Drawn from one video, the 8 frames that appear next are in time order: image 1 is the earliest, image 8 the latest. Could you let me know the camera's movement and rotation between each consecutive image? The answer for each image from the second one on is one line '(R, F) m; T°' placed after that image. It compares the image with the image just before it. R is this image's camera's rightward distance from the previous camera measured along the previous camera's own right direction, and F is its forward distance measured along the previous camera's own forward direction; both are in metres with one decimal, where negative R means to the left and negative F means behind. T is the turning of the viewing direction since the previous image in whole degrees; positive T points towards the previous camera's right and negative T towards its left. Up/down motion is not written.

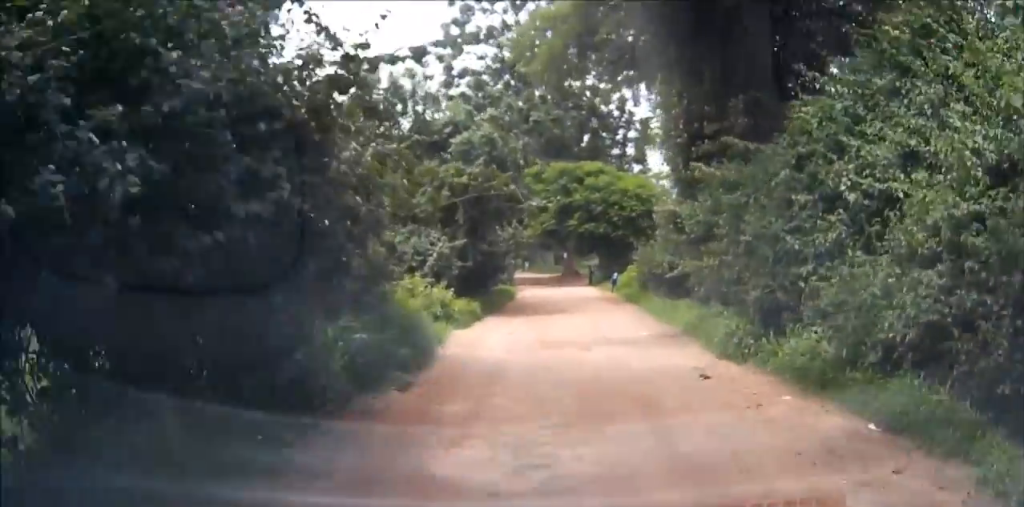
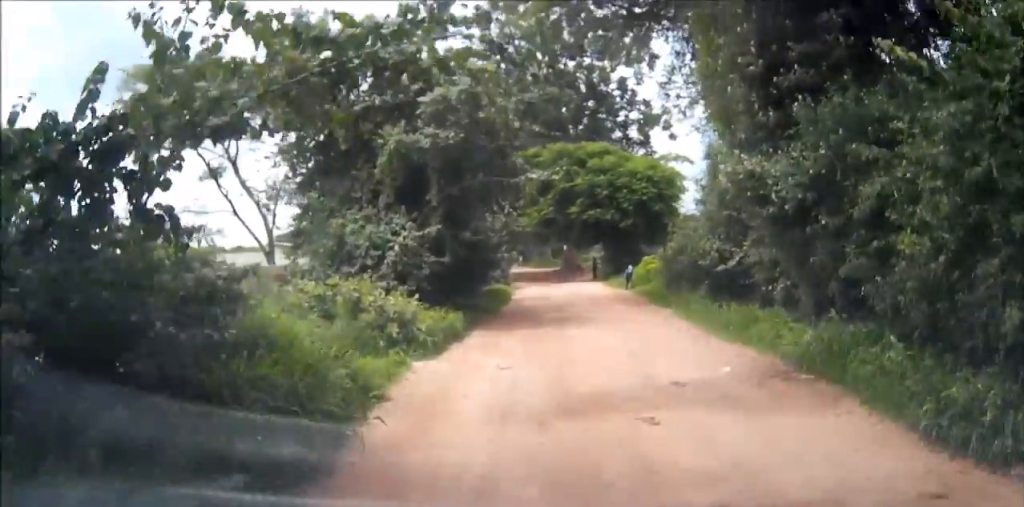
(+0.1, +6.0) m; +1°
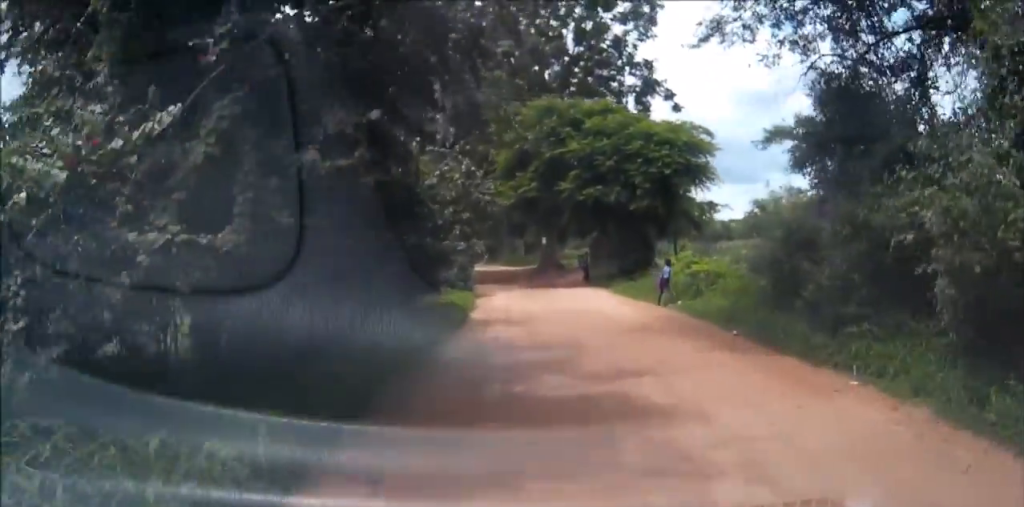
(+0.2, +11.6) m; +2°
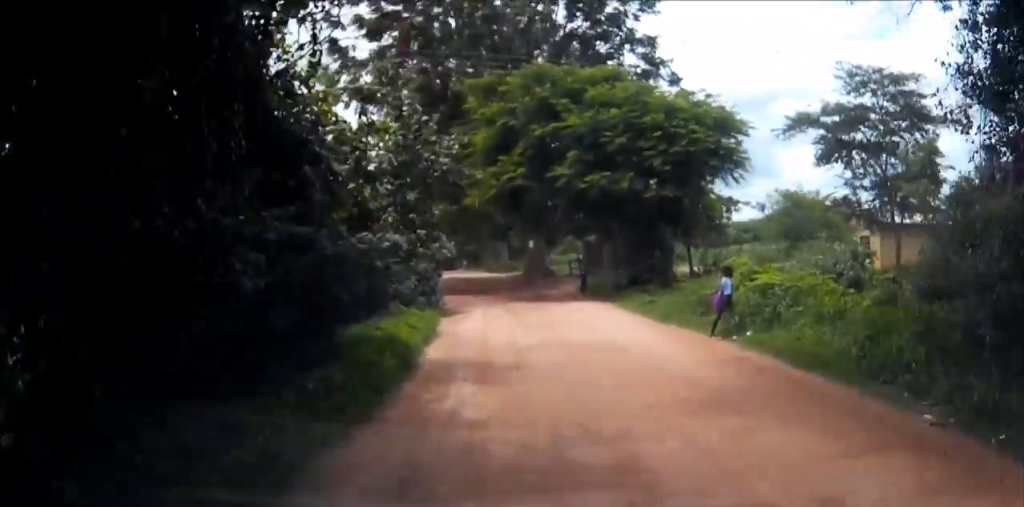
(+0.1, +6.2) m; 0°
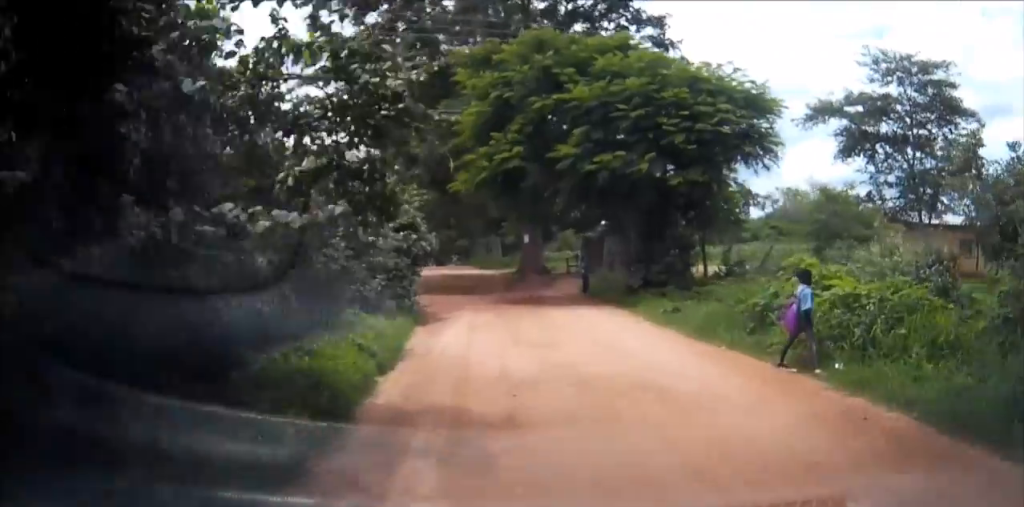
(0.0, +3.4) m; -1°
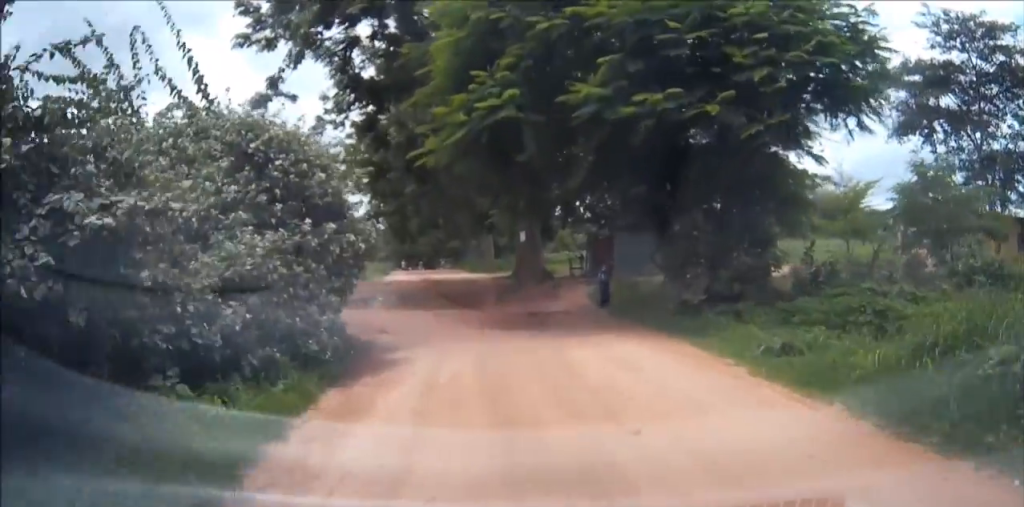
(-0.2, +6.6) m; 0°
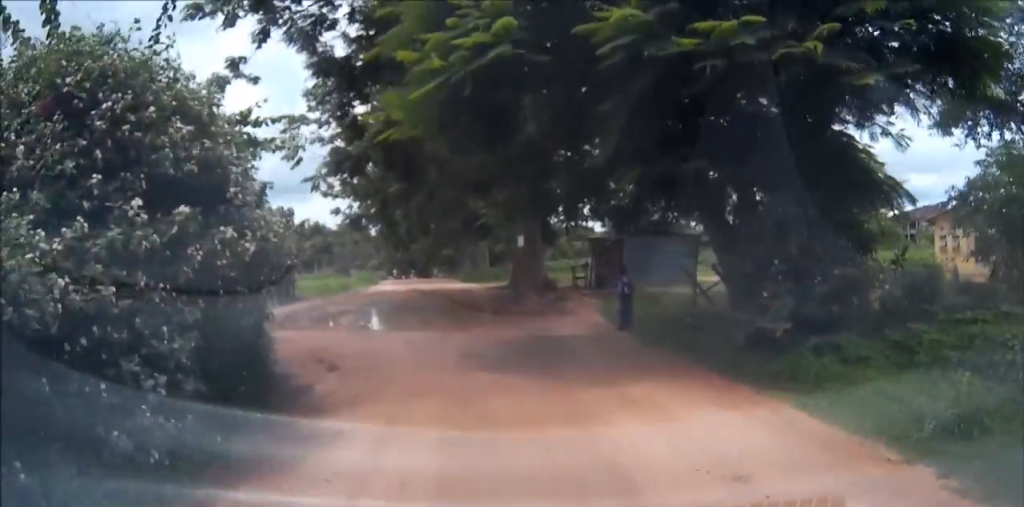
(0.0, +4.0) m; +1°
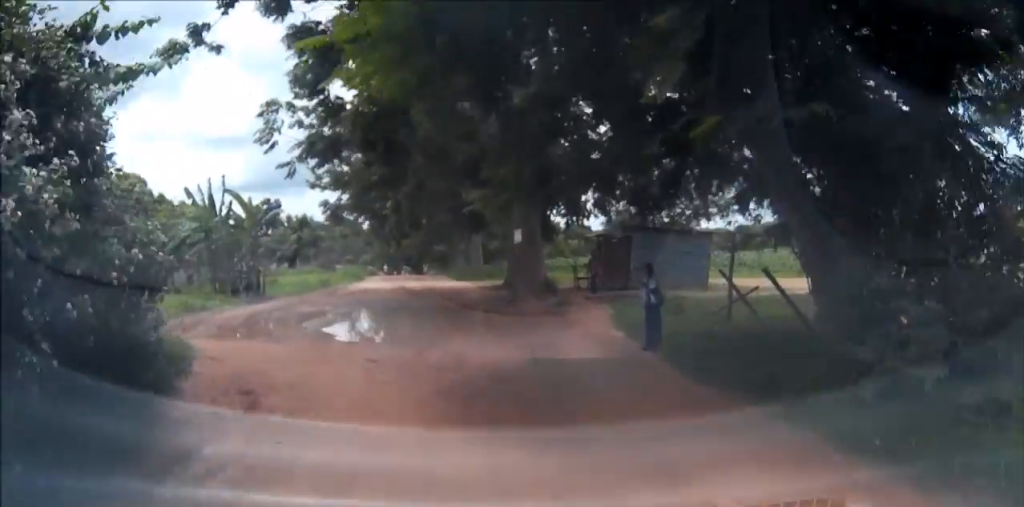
(+0.2, +3.4) m; +1°
